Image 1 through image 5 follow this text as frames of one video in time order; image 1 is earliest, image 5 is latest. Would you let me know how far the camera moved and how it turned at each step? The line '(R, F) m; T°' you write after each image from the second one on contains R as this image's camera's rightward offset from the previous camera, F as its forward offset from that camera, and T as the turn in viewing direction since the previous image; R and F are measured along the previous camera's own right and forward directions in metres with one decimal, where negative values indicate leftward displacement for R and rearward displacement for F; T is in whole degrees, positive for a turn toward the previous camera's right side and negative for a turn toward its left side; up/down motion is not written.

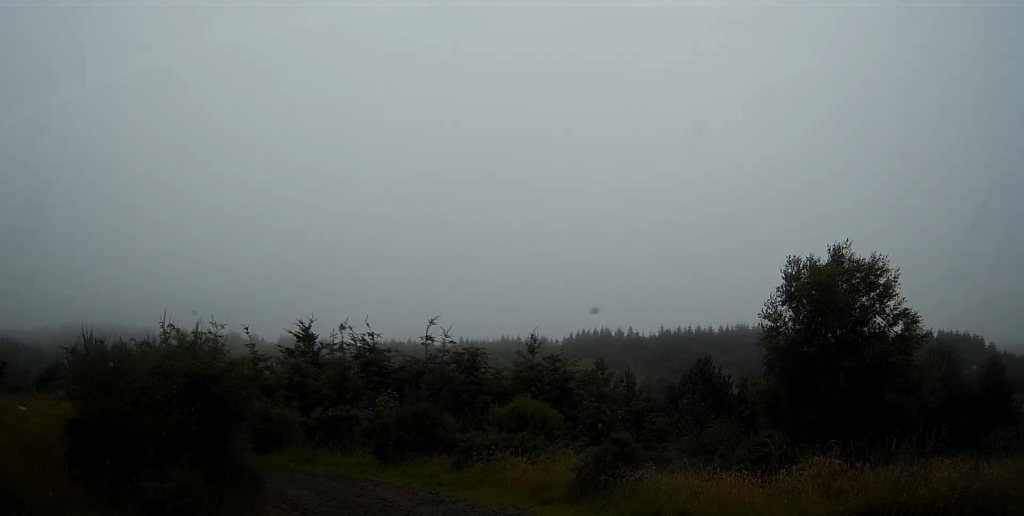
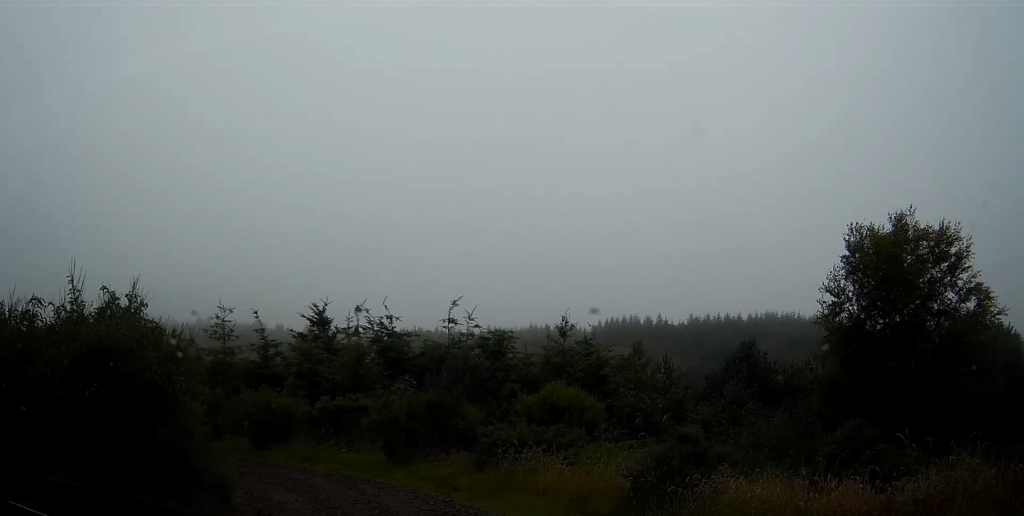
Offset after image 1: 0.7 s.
(+0.1, +2.8) m; +2°
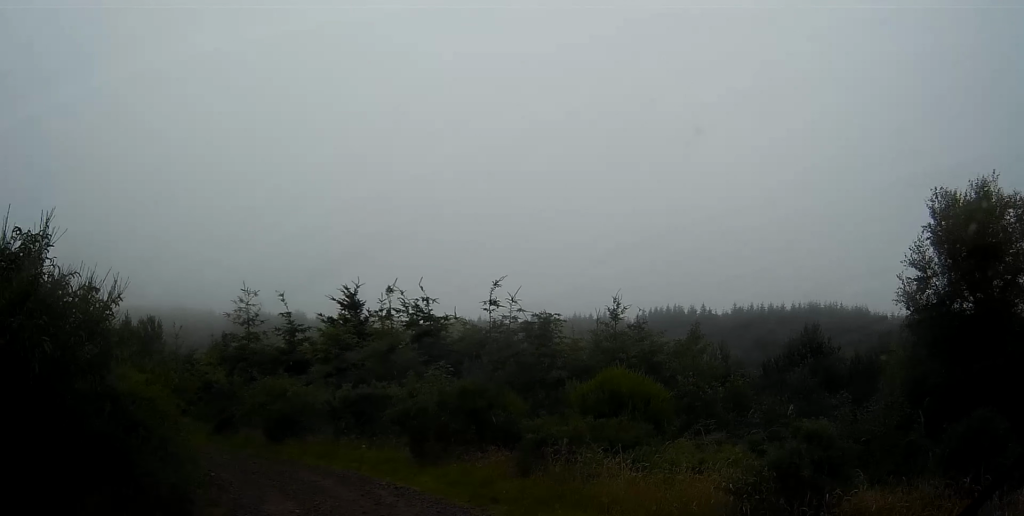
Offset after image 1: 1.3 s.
(0.0, +2.4) m; -1°
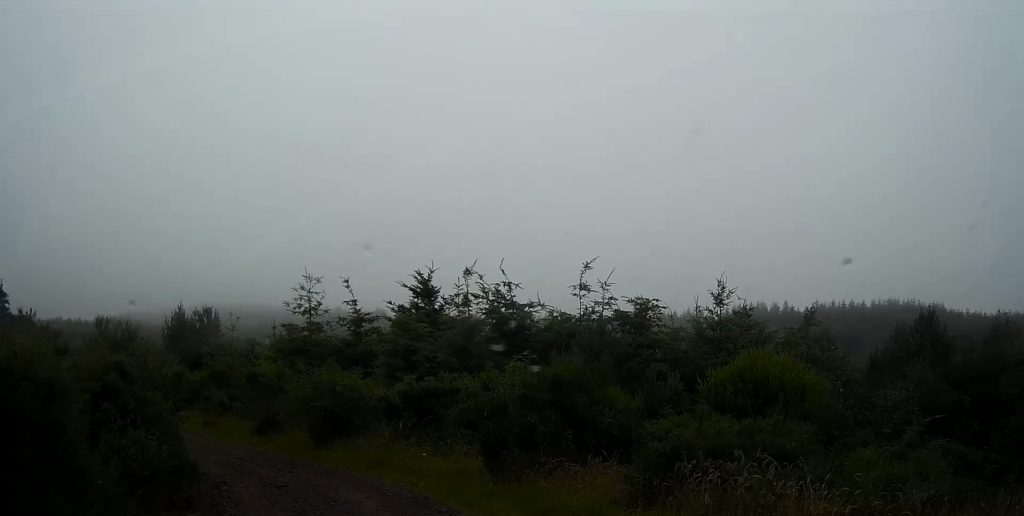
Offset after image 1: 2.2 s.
(-0.1, +2.9) m; -6°
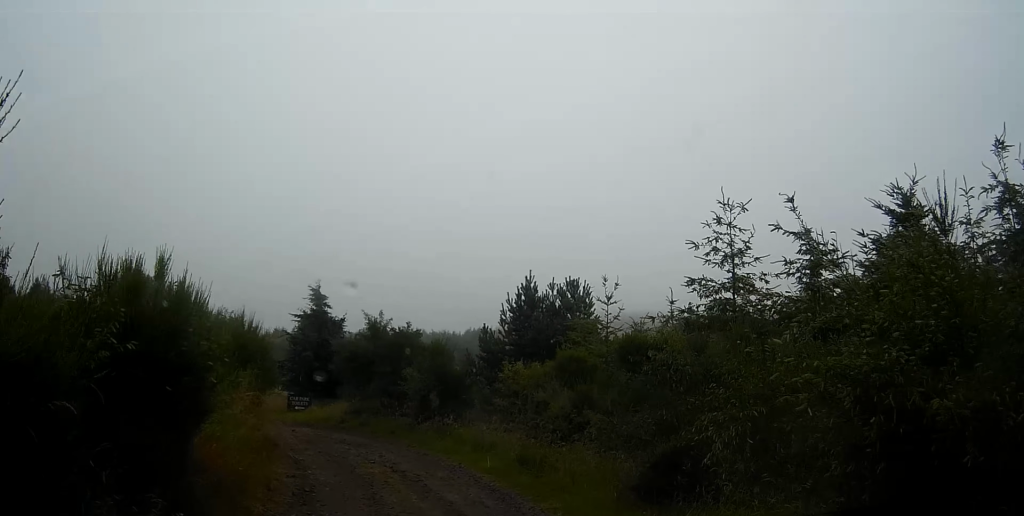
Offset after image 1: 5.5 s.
(-3.1, +9.2) m; -34°
